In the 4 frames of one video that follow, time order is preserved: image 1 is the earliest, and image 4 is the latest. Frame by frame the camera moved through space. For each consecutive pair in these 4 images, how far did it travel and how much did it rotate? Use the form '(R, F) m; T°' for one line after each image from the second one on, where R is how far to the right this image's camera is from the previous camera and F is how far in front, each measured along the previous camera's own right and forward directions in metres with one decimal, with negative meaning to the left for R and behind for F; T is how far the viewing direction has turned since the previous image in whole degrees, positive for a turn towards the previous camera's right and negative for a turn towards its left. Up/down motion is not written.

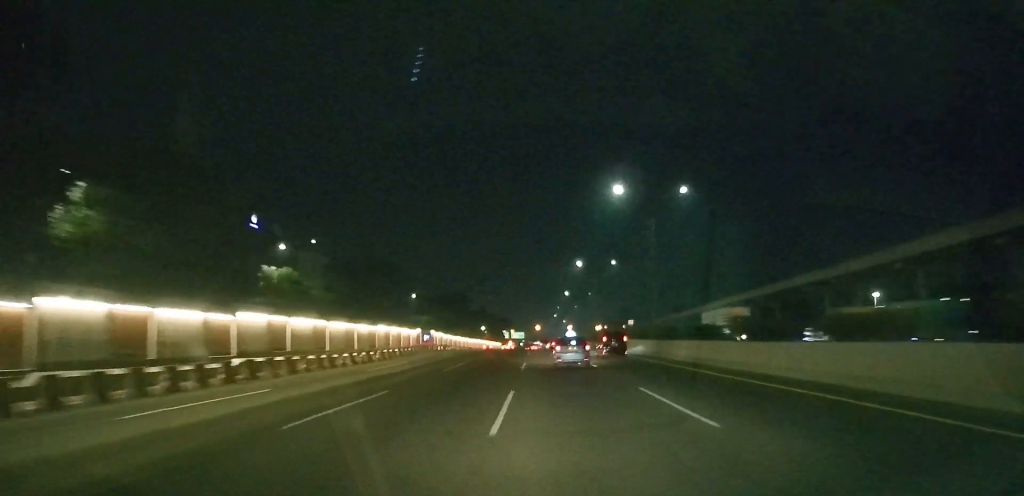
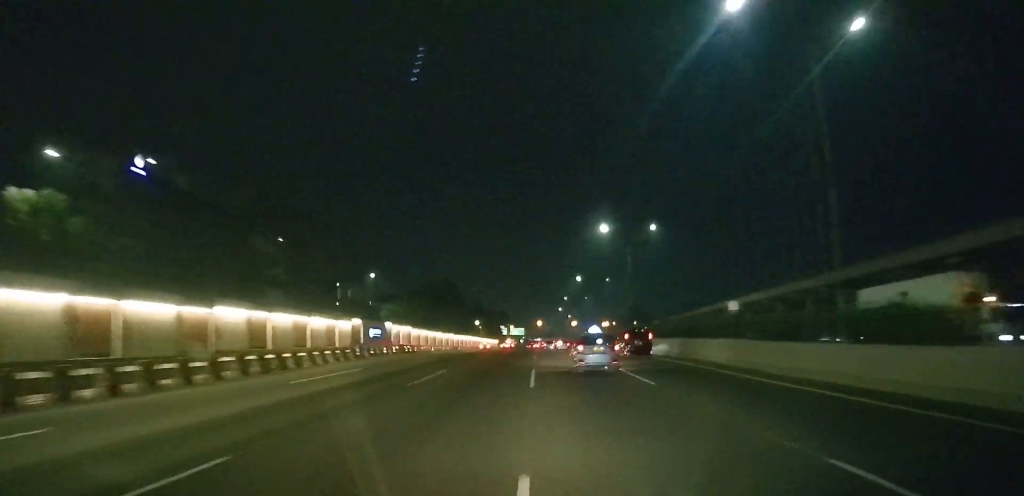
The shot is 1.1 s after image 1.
(-0.1, +36.4) m; 0°
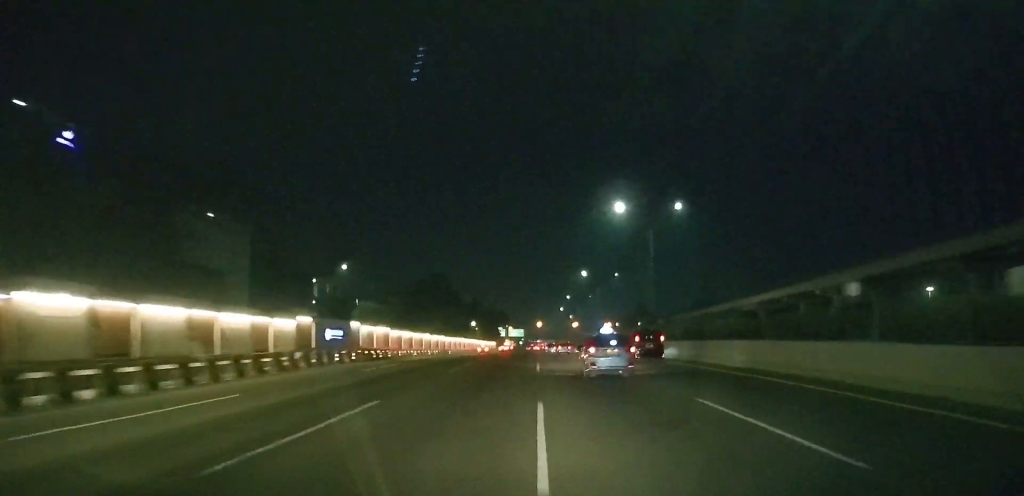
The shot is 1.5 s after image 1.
(0.0, +13.8) m; 0°
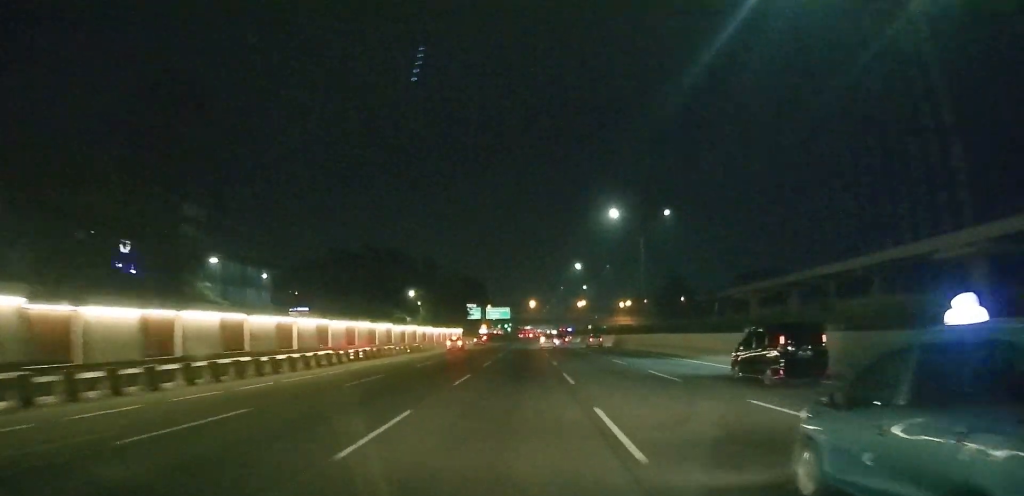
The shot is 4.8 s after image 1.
(+0.2, +93.5) m; 0°
